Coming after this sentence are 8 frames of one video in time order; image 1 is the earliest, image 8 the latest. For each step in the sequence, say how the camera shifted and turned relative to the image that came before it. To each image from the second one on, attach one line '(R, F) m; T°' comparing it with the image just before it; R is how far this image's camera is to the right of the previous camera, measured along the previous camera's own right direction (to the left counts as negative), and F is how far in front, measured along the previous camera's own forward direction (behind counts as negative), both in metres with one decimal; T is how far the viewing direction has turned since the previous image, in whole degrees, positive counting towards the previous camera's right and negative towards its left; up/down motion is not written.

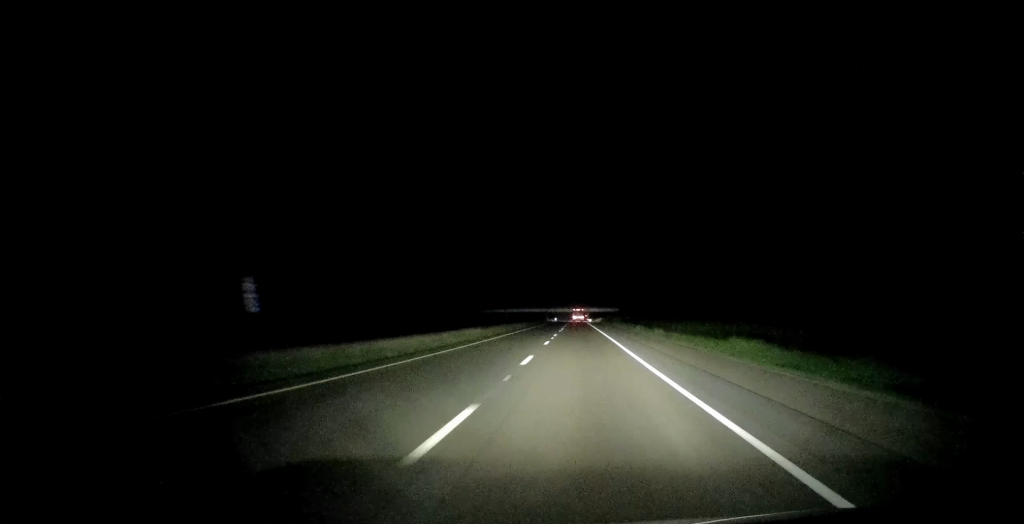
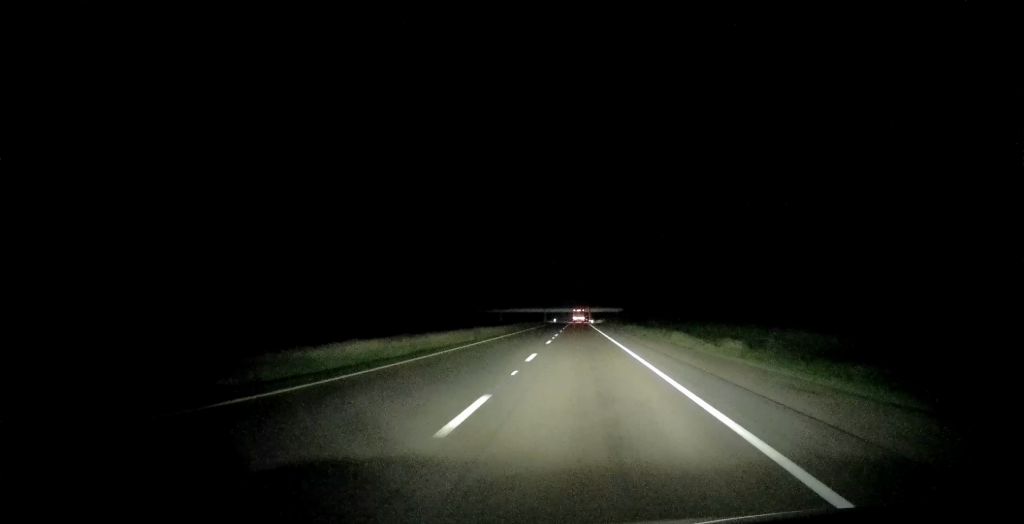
(+0.5, +22.7) m; 0°
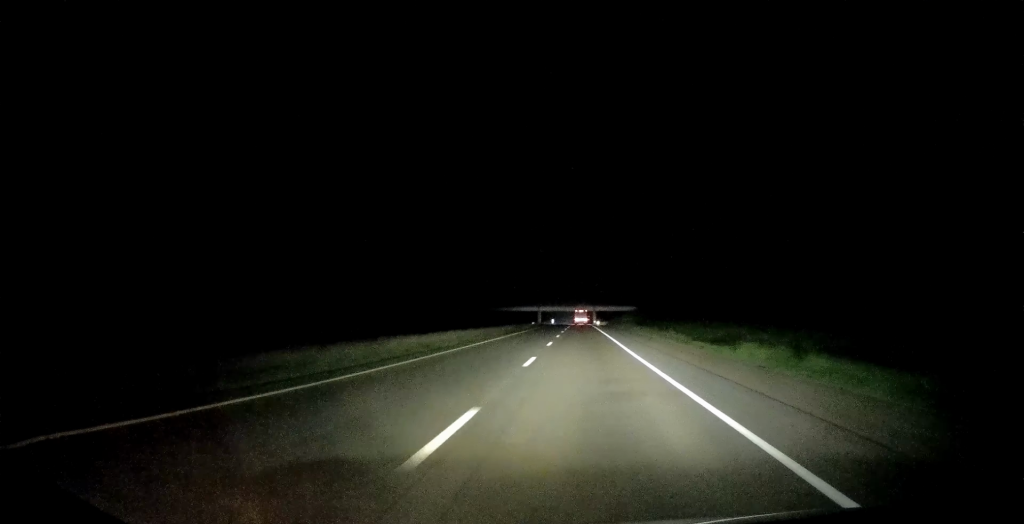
(-1.0, +50.0) m; -1°
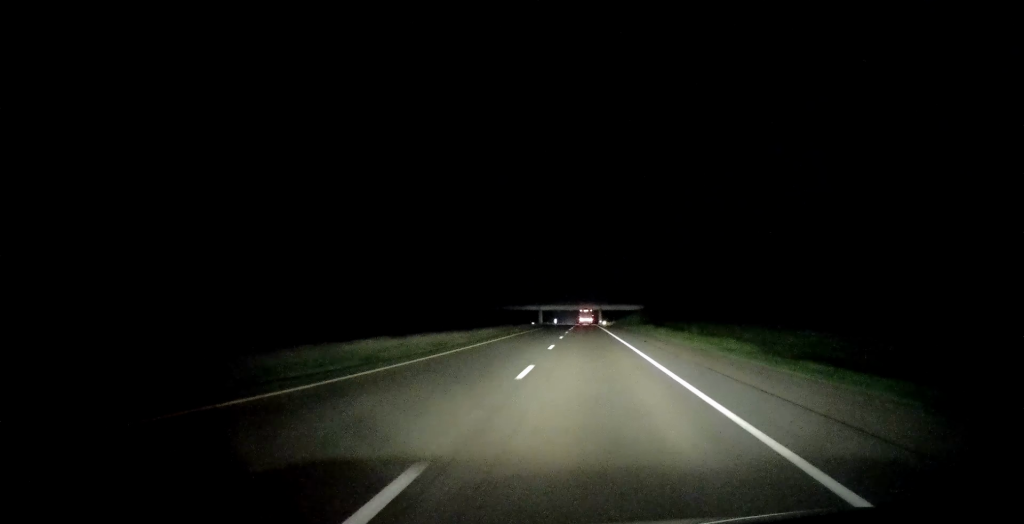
(-0.1, +15.9) m; 0°
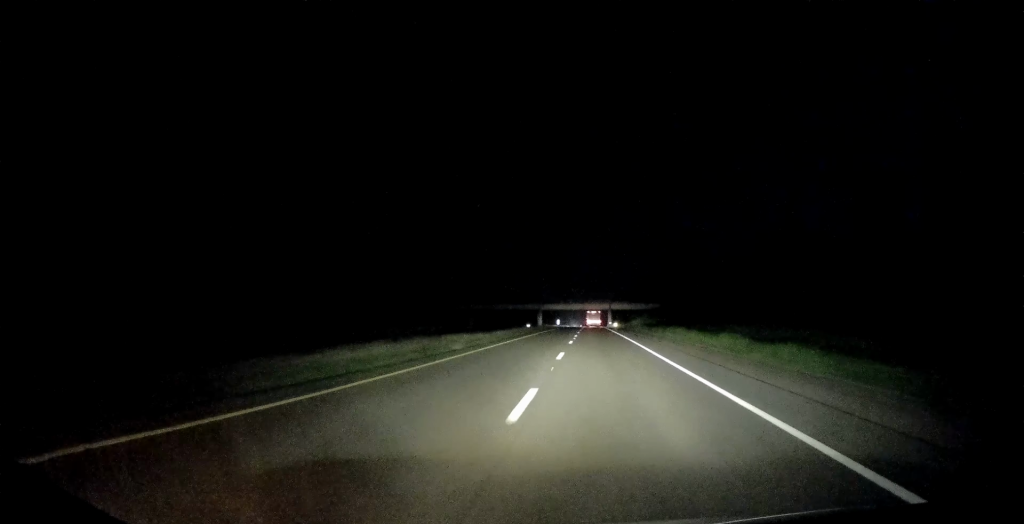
(+0.3, +29.7) m; 0°
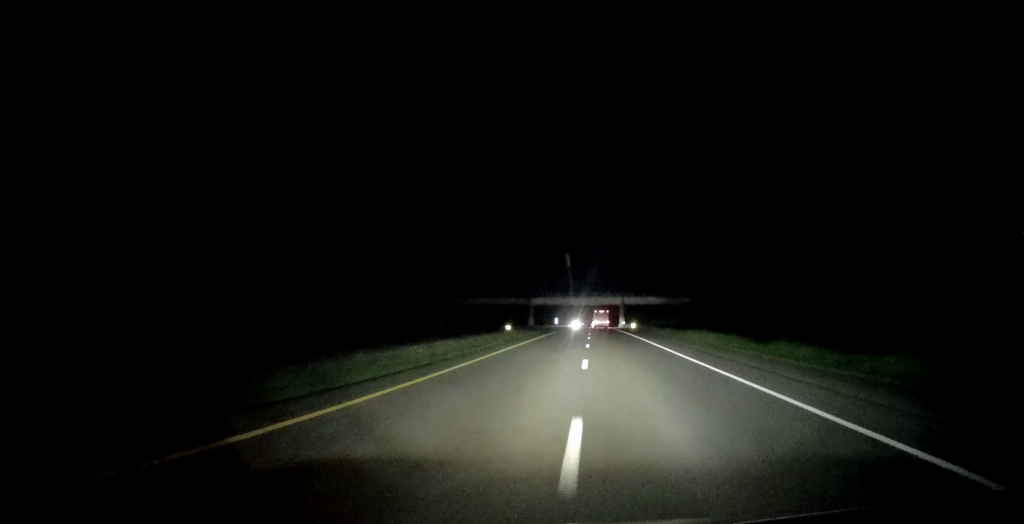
(-0.3, +39.9) m; -1°
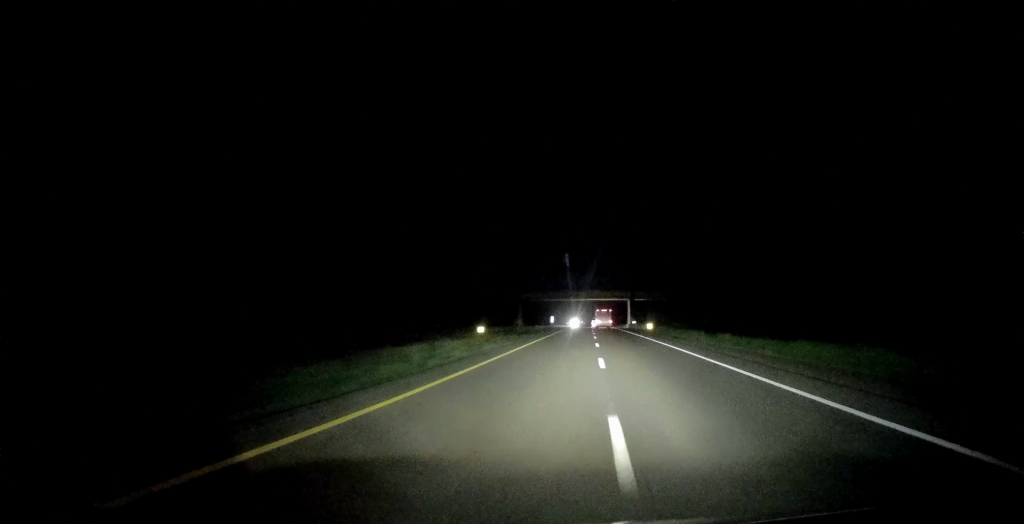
(0.0, +23.9) m; 0°
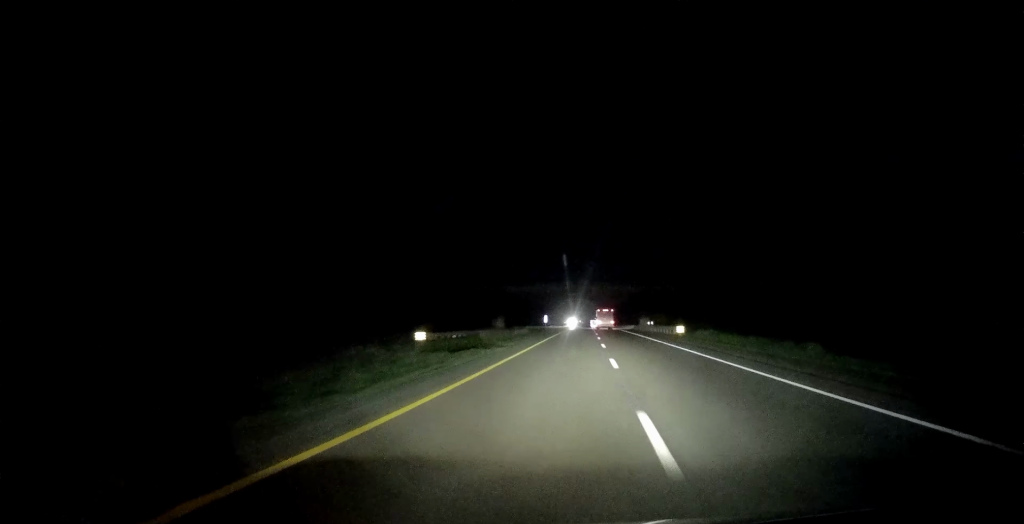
(+0.1, +25.1) m; 0°
